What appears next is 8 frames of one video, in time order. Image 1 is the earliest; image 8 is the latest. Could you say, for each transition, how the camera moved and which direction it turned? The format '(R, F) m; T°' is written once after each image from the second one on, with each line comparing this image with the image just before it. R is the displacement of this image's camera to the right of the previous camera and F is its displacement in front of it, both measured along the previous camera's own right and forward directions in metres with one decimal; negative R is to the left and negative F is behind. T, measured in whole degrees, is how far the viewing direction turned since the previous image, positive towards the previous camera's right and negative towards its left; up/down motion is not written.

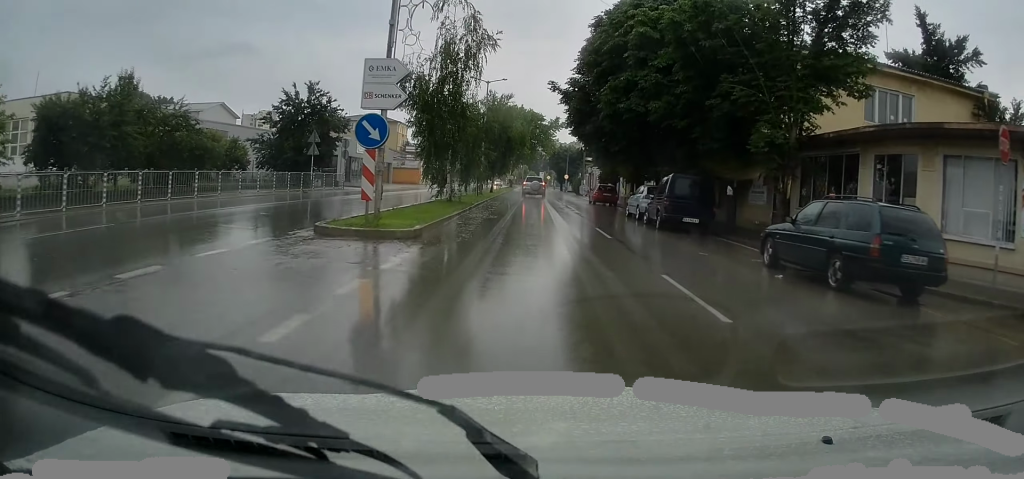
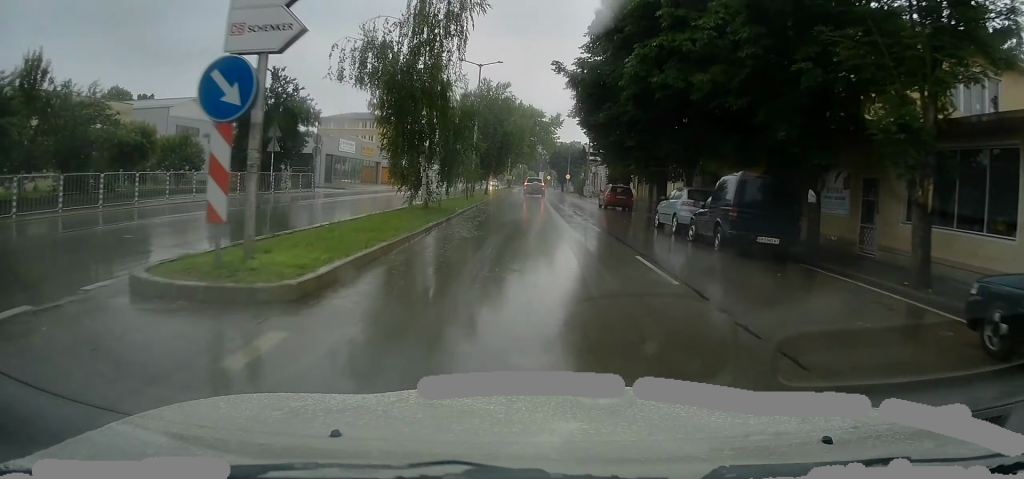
(-0.1, +6.4) m; 0°
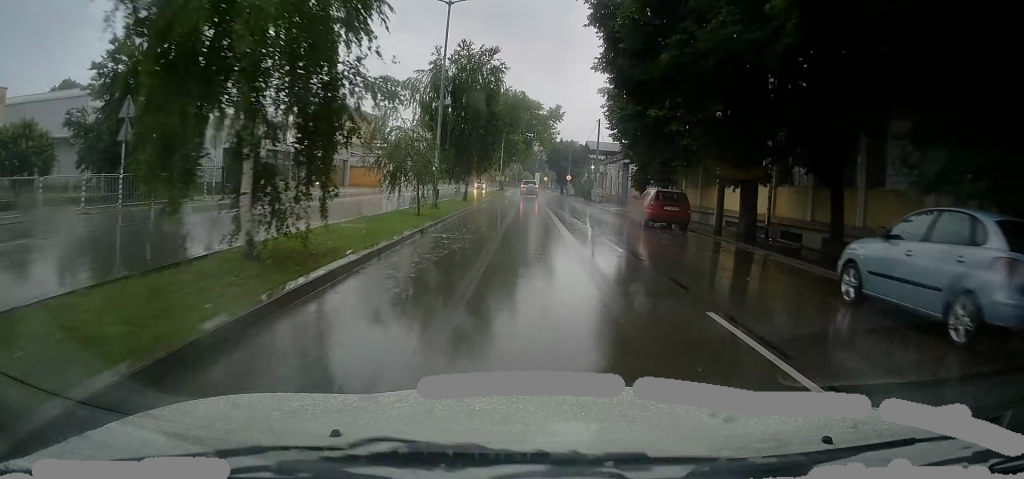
(+0.1, +13.0) m; 0°
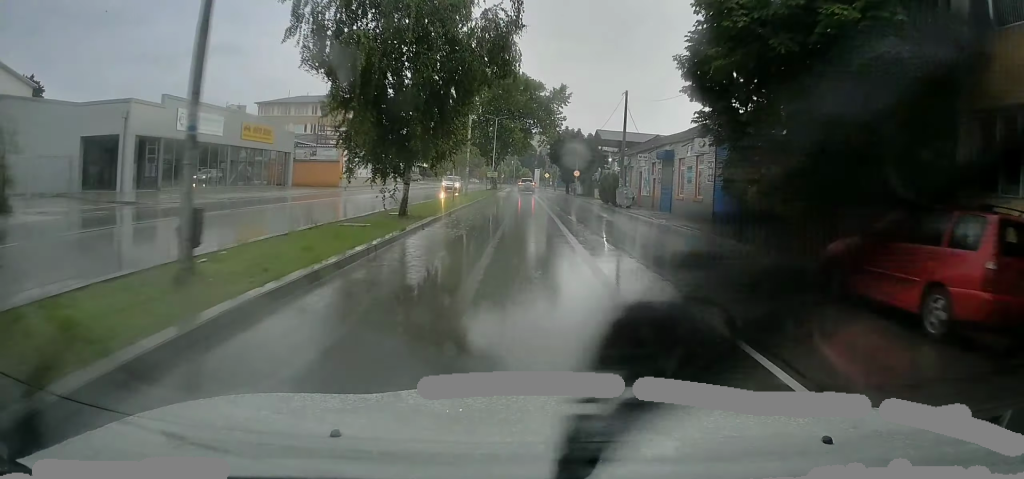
(0.0, +16.7) m; +1°
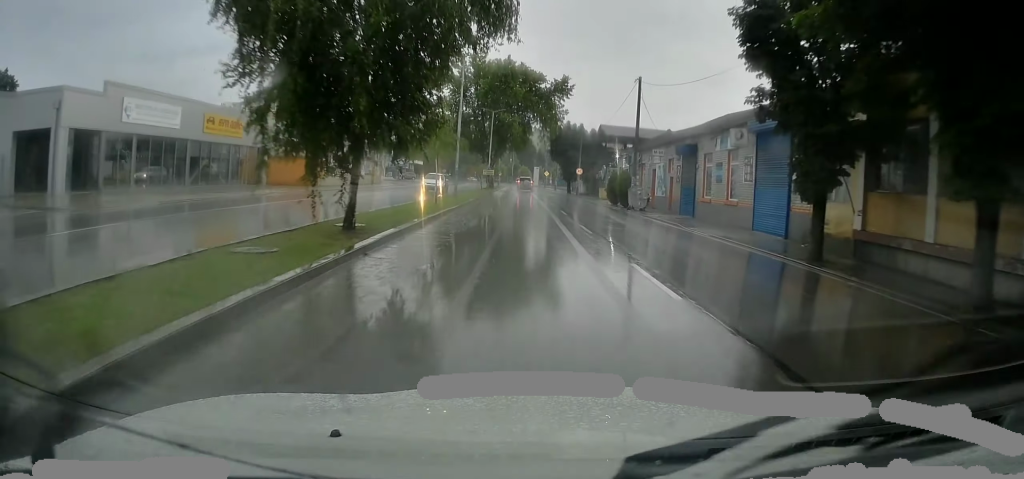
(0.0, +5.4) m; 0°
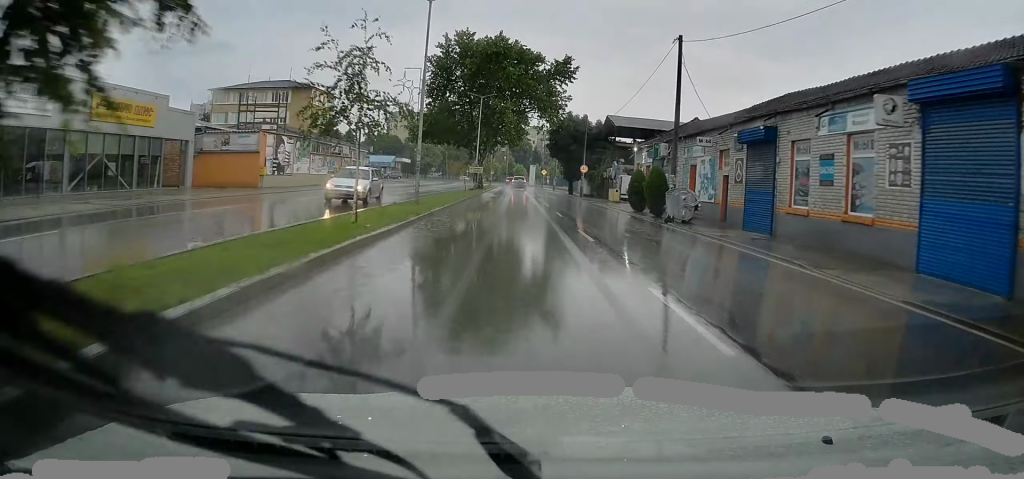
(0.0, +11.1) m; 0°
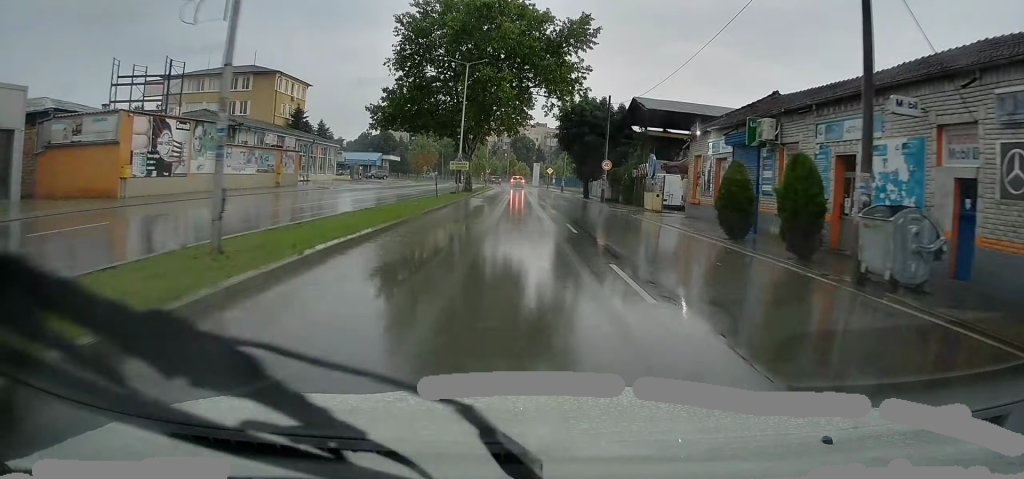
(0.0, +15.7) m; +1°
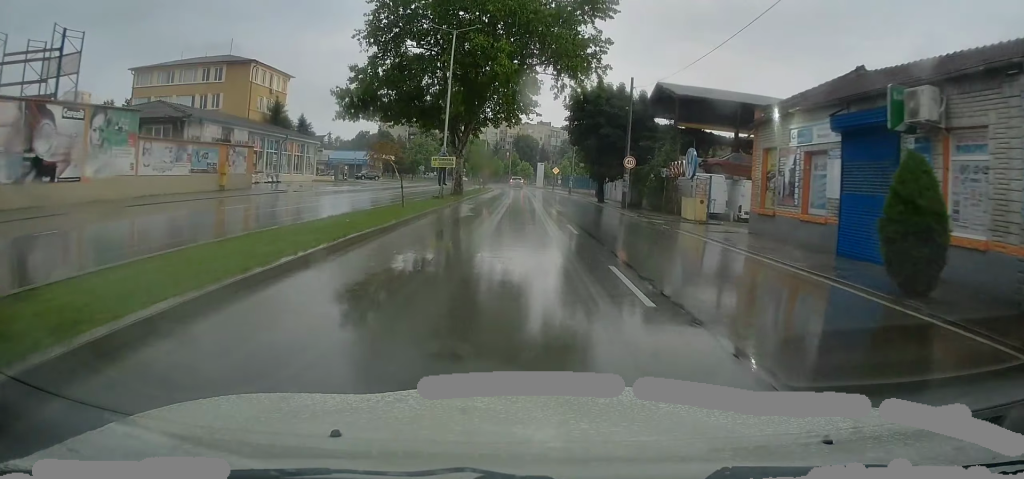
(+0.1, +9.1) m; 0°
